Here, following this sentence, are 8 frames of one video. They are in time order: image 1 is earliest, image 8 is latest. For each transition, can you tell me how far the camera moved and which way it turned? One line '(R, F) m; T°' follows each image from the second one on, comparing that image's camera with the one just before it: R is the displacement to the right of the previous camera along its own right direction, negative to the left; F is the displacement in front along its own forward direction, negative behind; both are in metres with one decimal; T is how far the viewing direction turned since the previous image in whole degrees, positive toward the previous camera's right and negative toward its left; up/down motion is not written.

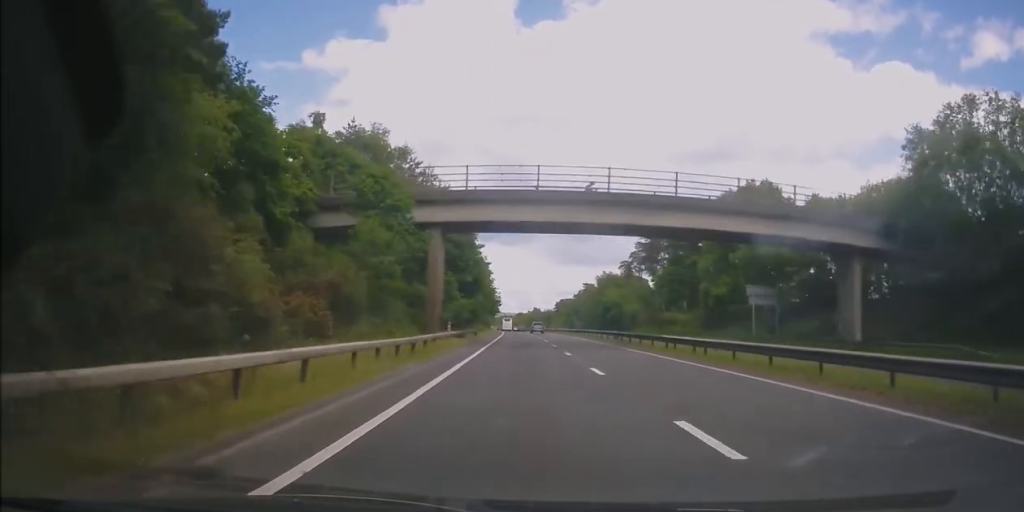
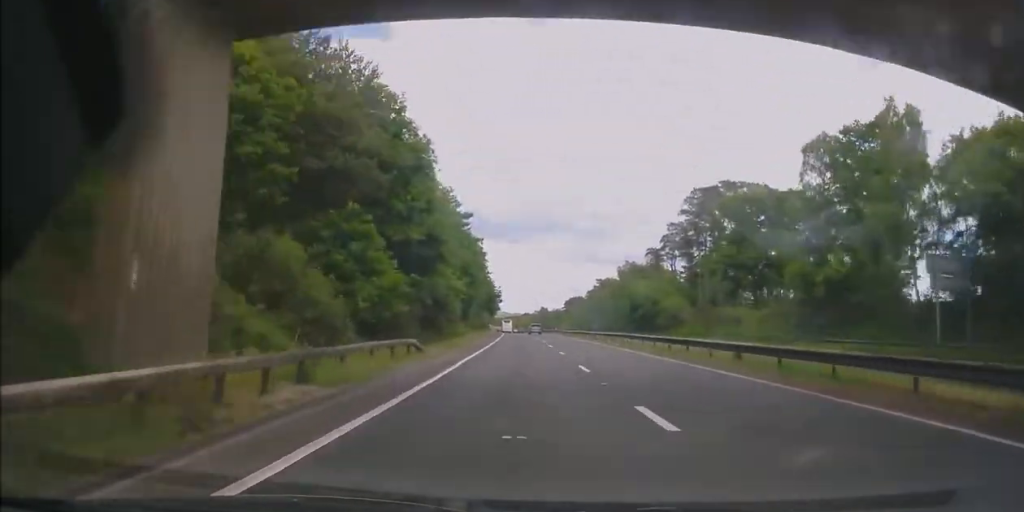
(0.0, +26.8) m; 0°
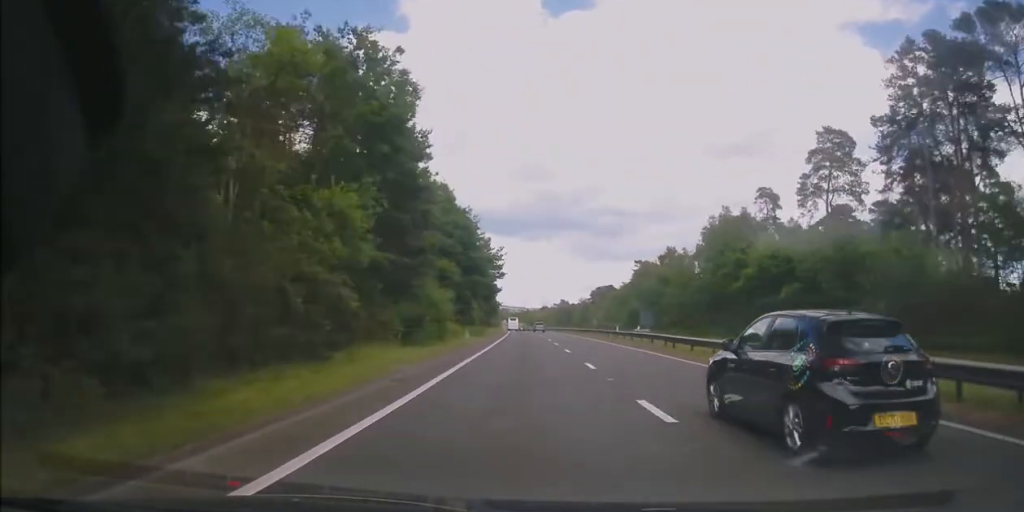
(0.0, +55.9) m; 0°
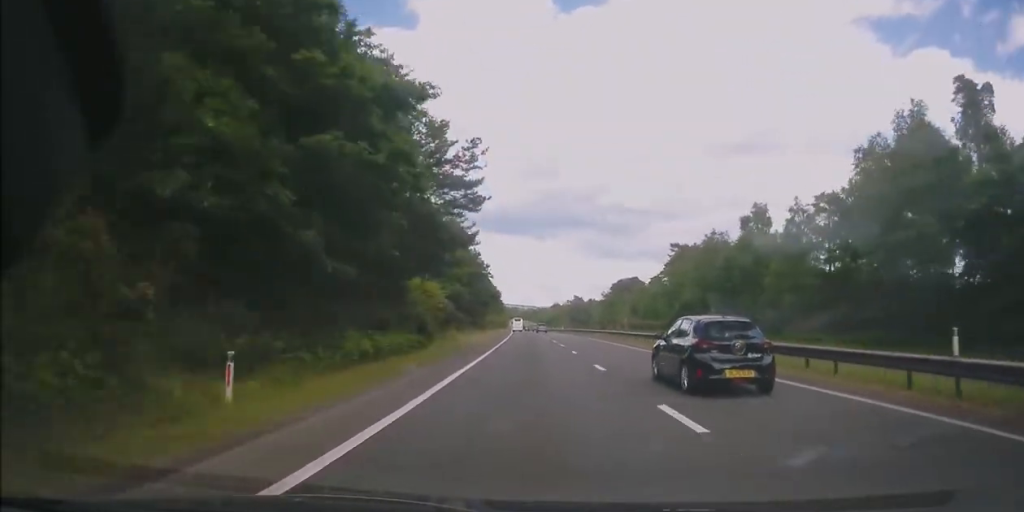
(-0.3, +38.0) m; -1°
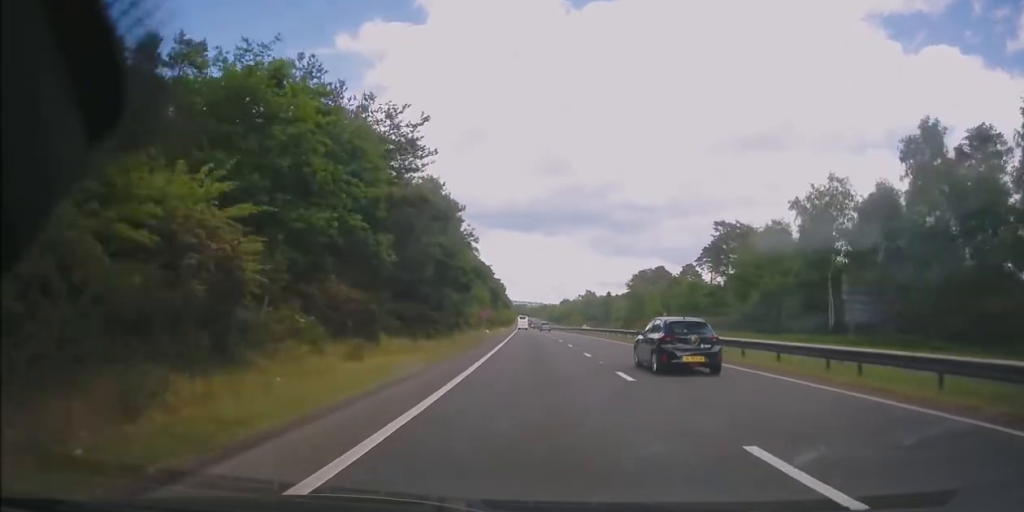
(-0.4, +31.2) m; -1°
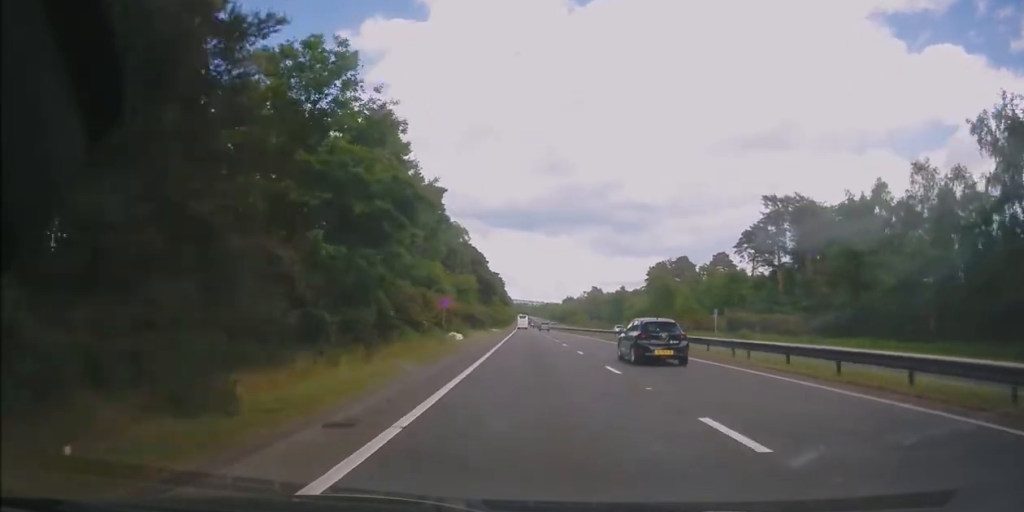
(0.0, +26.2) m; -1°
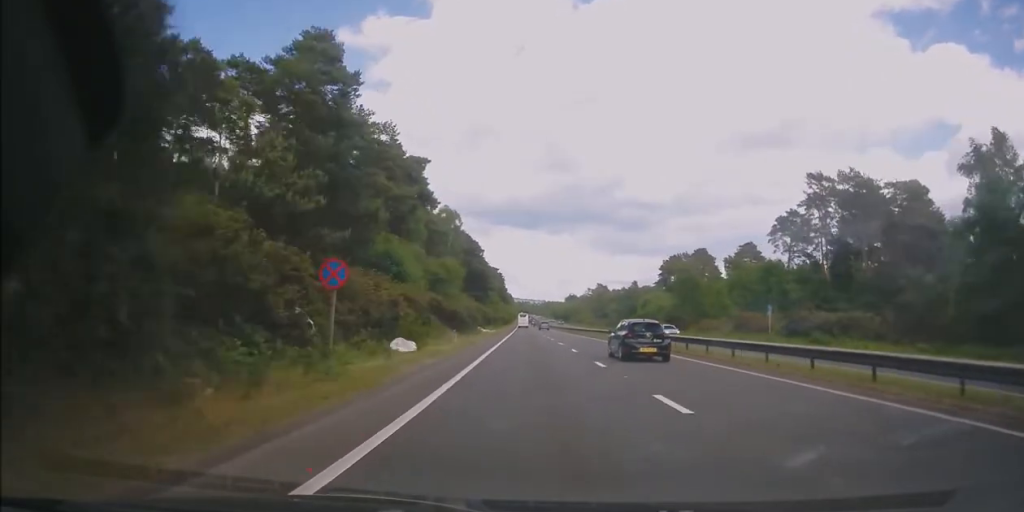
(-0.3, +16.1) m; 0°
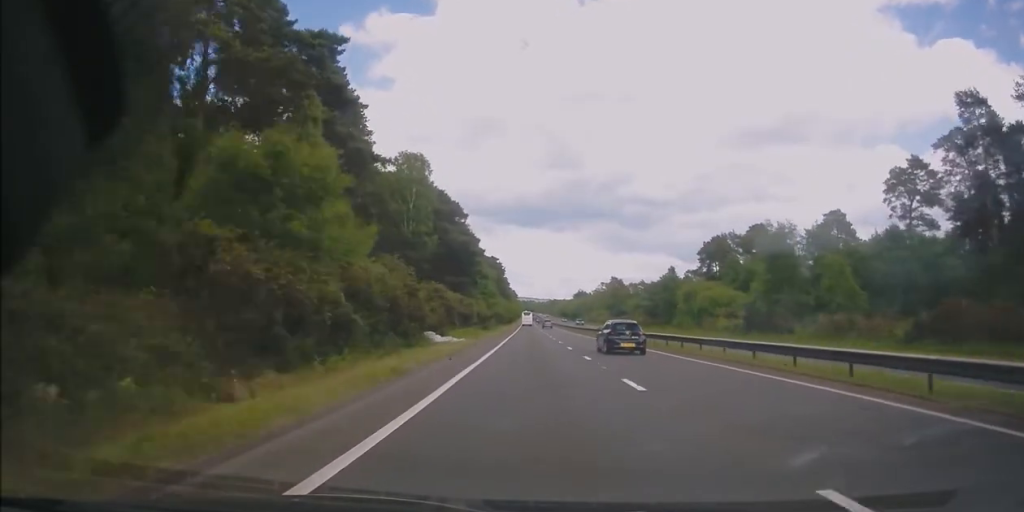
(+0.3, +34.3) m; -1°
